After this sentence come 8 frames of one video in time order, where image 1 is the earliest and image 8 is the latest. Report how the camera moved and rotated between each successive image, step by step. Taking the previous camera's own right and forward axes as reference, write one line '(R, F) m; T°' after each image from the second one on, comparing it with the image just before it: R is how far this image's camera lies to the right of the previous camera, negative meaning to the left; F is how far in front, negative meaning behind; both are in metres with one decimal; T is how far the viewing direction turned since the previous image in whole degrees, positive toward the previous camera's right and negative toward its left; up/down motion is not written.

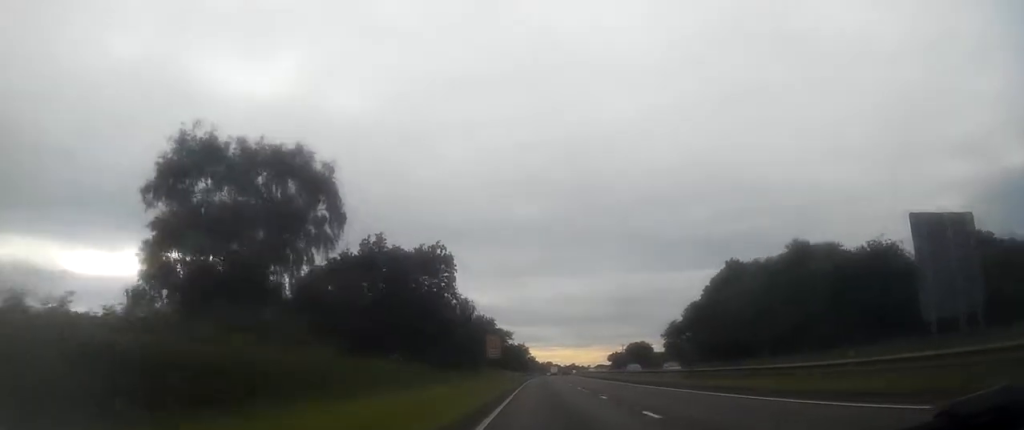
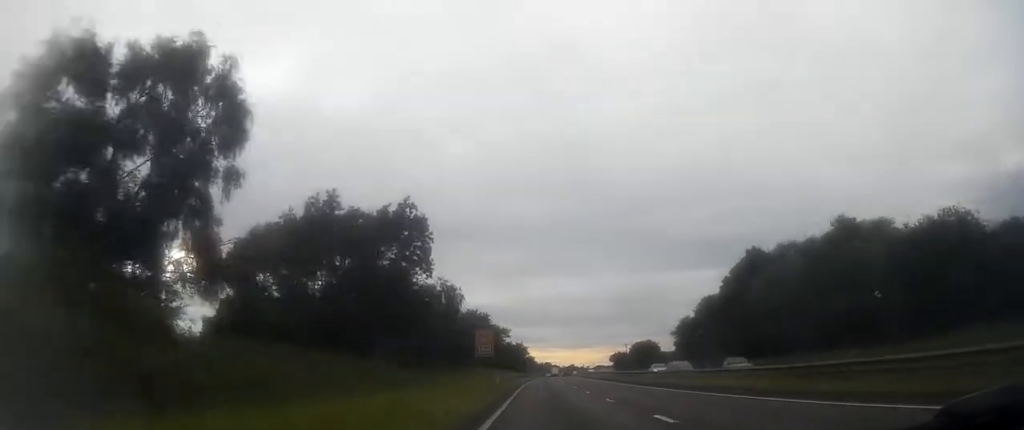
(0.0, +10.1) m; 0°
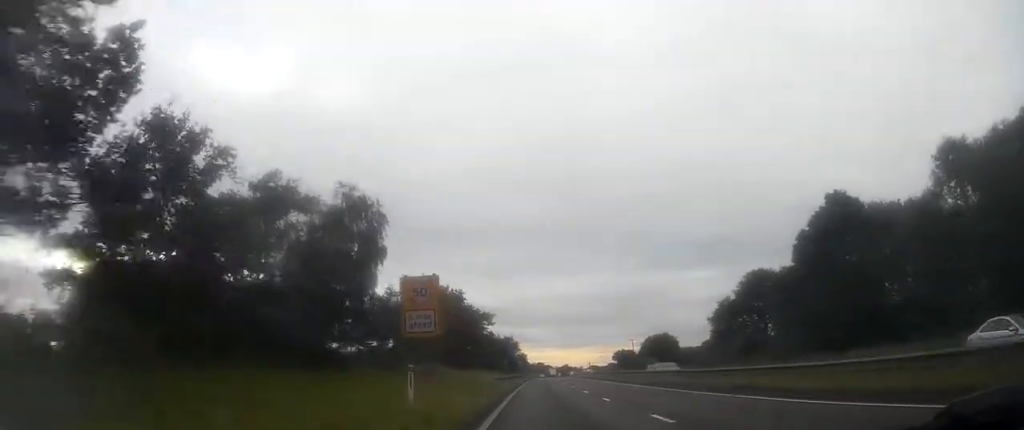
(+0.1, +26.9) m; 0°
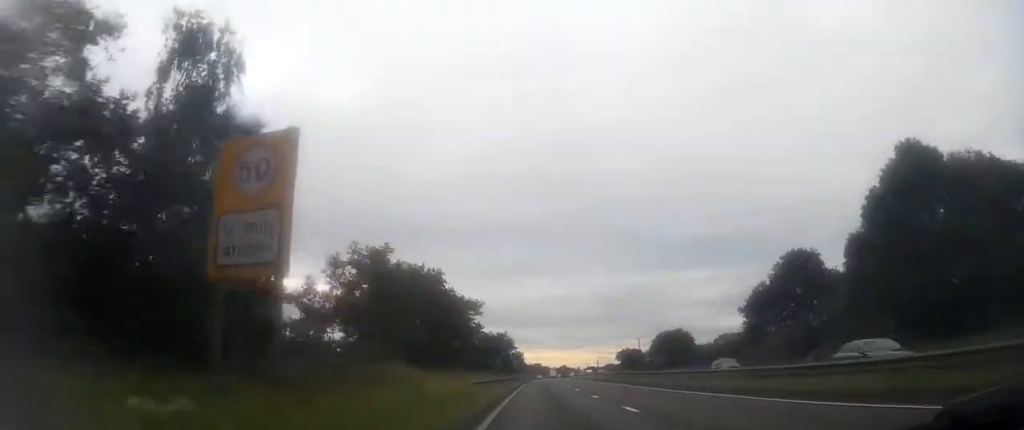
(0.0, +14.3) m; 0°
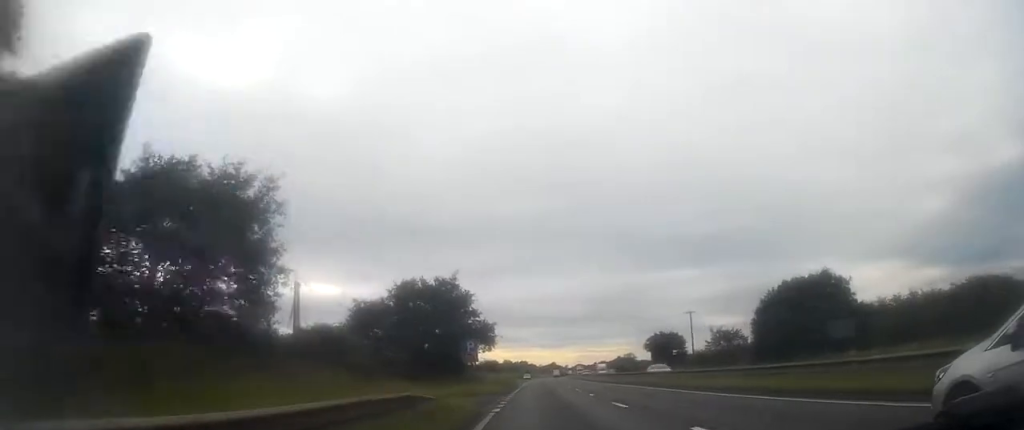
(+0.9, +61.1) m; +1°
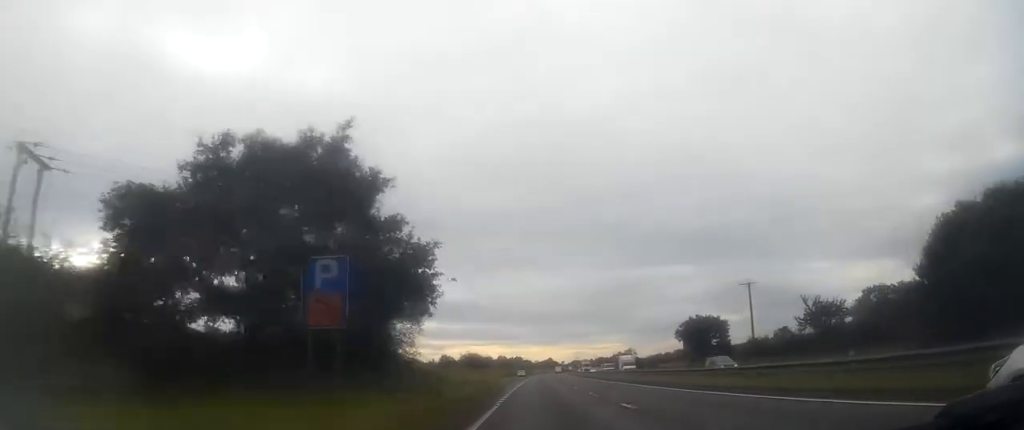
(0.0, +28.2) m; +1°
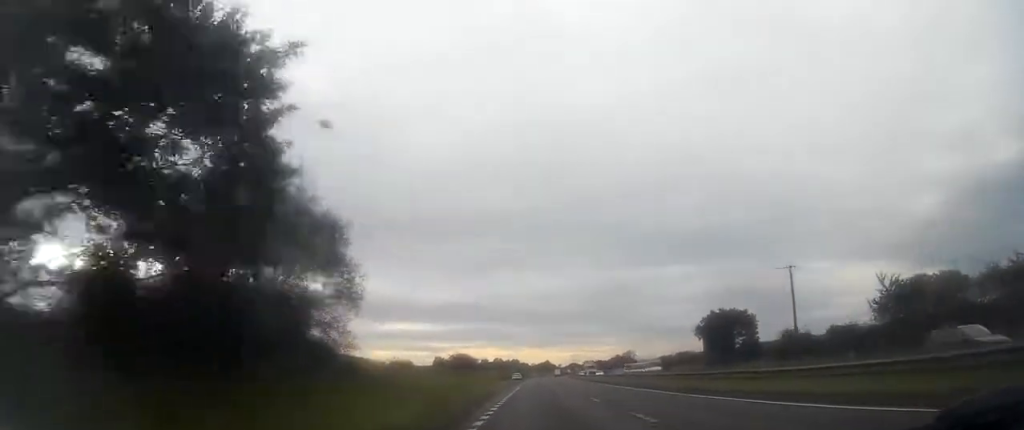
(+0.1, +12.3) m; 0°
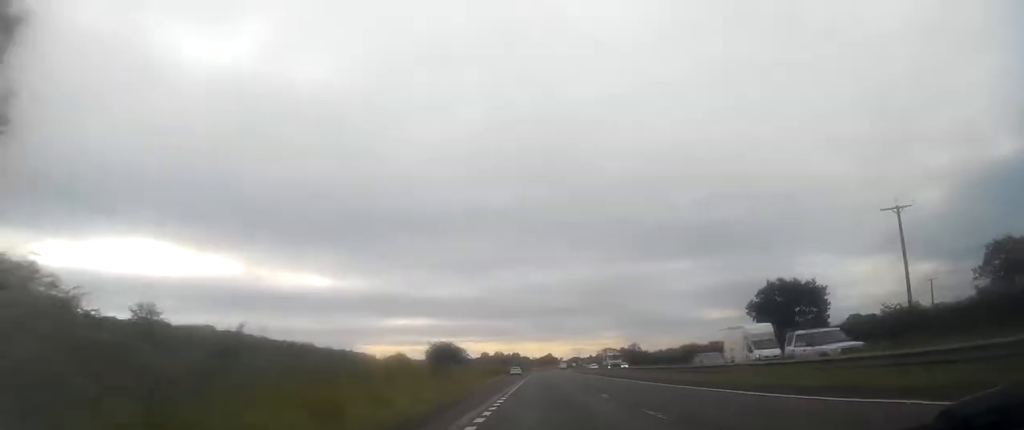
(+0.4, +19.6) m; +1°
